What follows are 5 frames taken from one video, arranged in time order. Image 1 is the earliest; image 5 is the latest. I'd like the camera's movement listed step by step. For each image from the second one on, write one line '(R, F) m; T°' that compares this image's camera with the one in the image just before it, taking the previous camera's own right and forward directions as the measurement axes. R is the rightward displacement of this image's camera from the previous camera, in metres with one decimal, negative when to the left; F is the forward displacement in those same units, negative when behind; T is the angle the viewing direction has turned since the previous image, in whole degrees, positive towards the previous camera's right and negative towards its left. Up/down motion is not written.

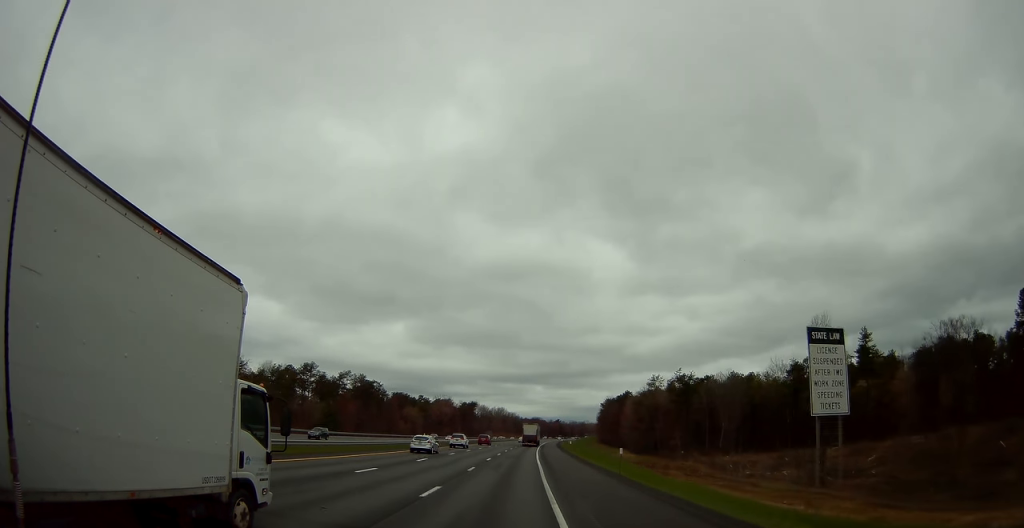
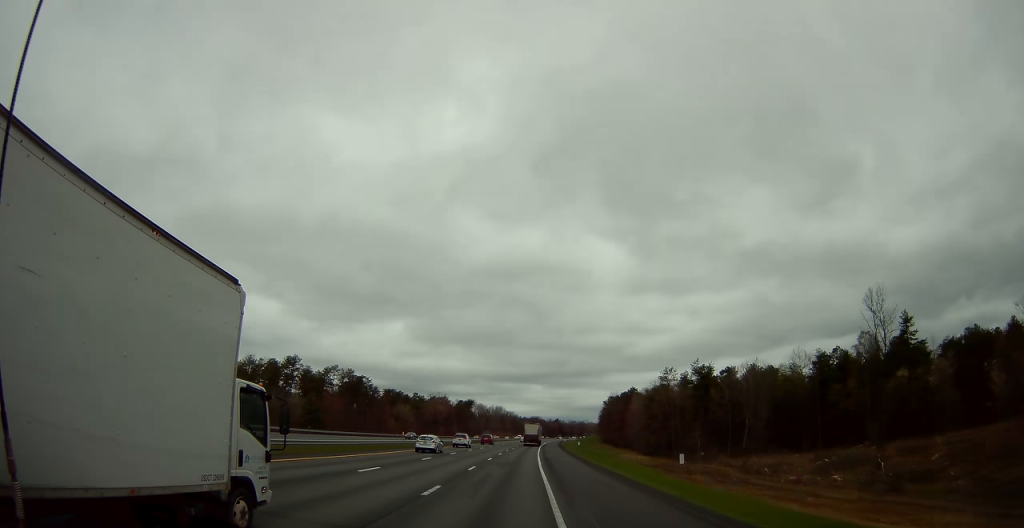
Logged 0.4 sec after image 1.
(0.0, +12.0) m; 0°
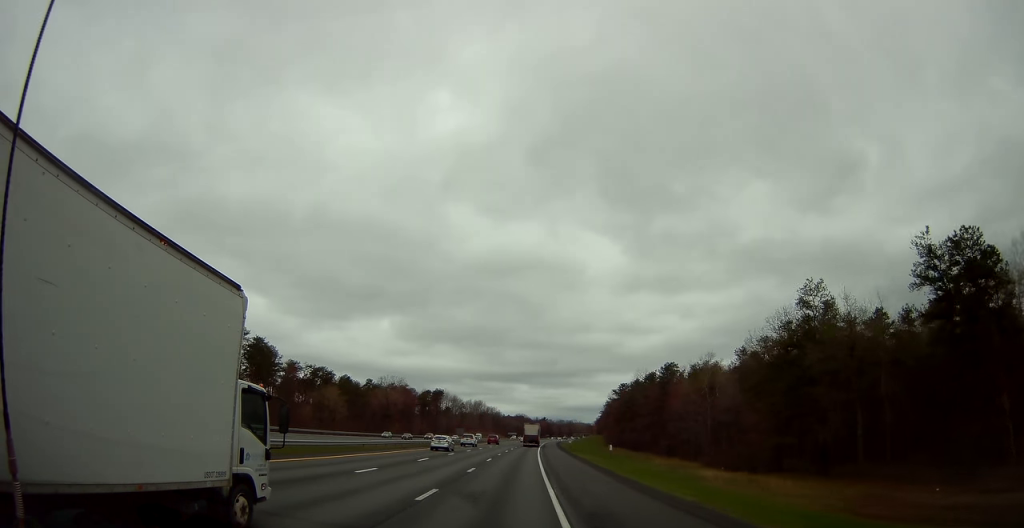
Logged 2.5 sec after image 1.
(+1.0, +63.1) m; +2°
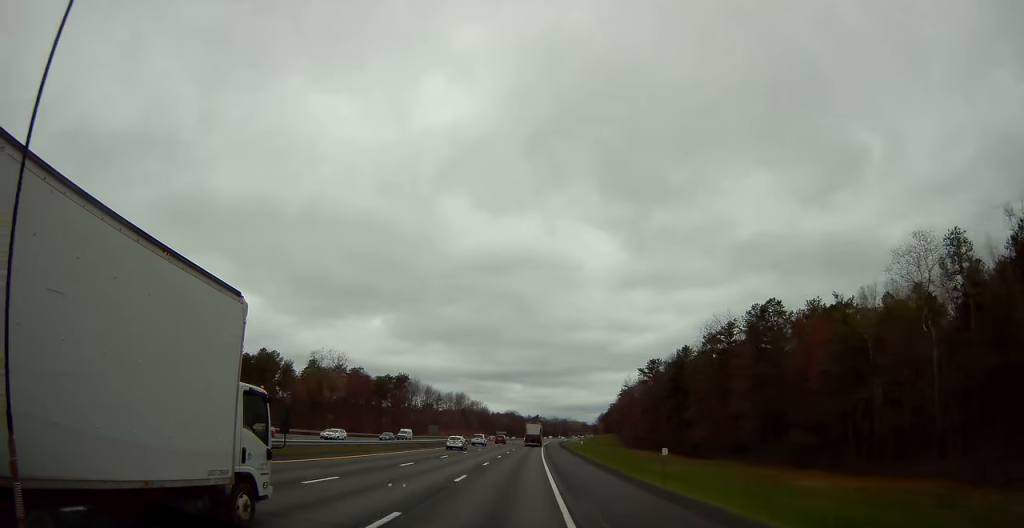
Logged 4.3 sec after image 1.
(+0.5, +55.0) m; +1°
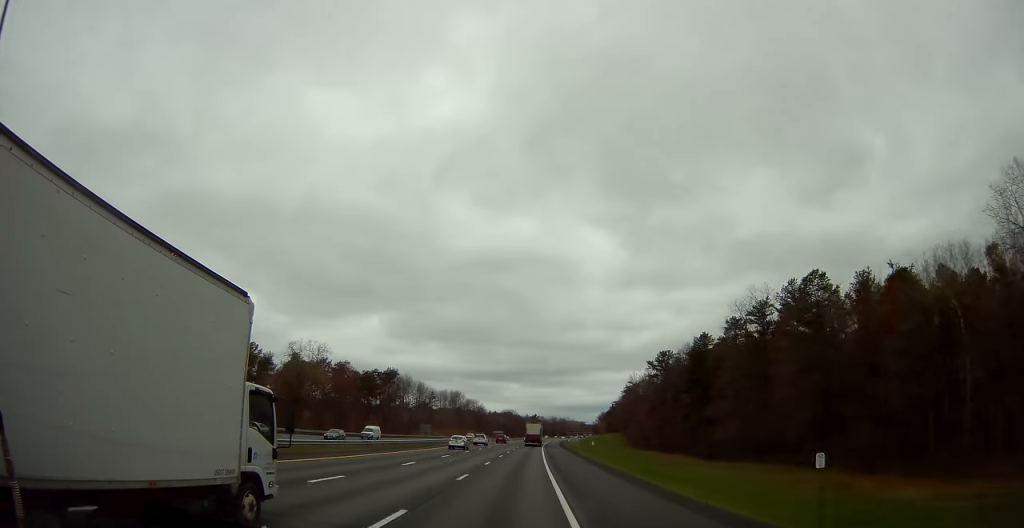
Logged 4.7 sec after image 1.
(-0.1, +12.0) m; 0°
